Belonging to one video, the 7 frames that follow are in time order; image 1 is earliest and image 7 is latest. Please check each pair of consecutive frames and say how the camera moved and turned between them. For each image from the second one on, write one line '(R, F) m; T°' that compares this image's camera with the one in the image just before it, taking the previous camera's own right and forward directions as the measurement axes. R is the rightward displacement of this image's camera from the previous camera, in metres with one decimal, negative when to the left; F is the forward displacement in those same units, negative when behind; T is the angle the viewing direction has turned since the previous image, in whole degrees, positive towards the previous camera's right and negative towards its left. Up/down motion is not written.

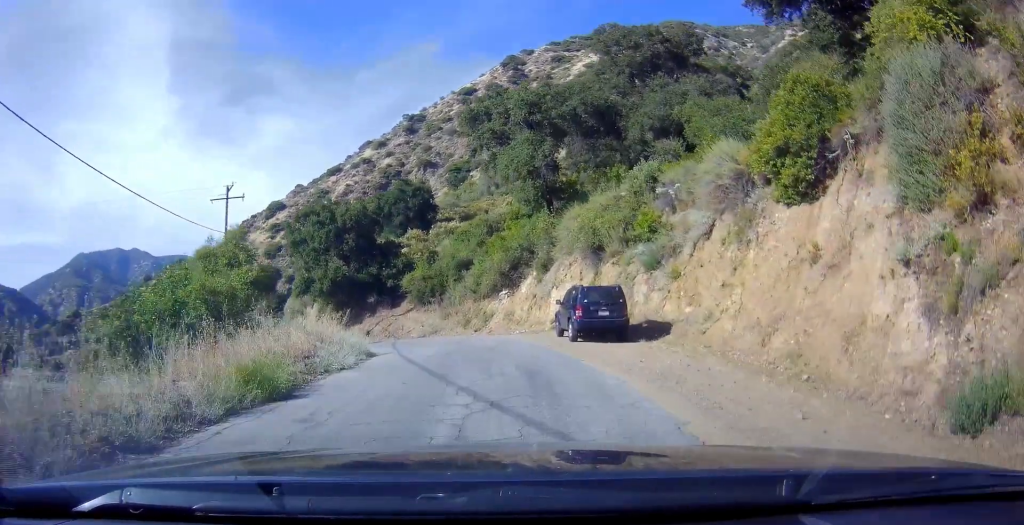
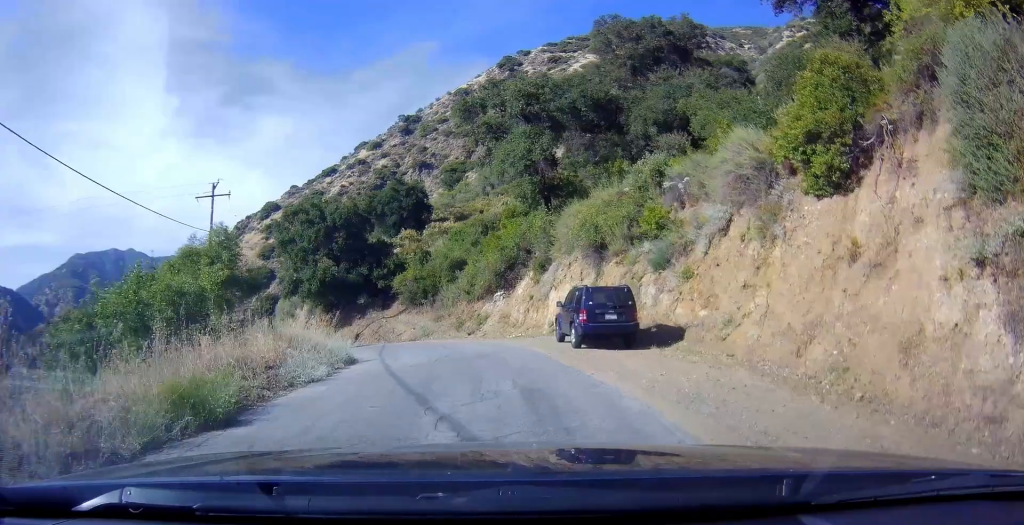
(+0.2, +4.4) m; +2°
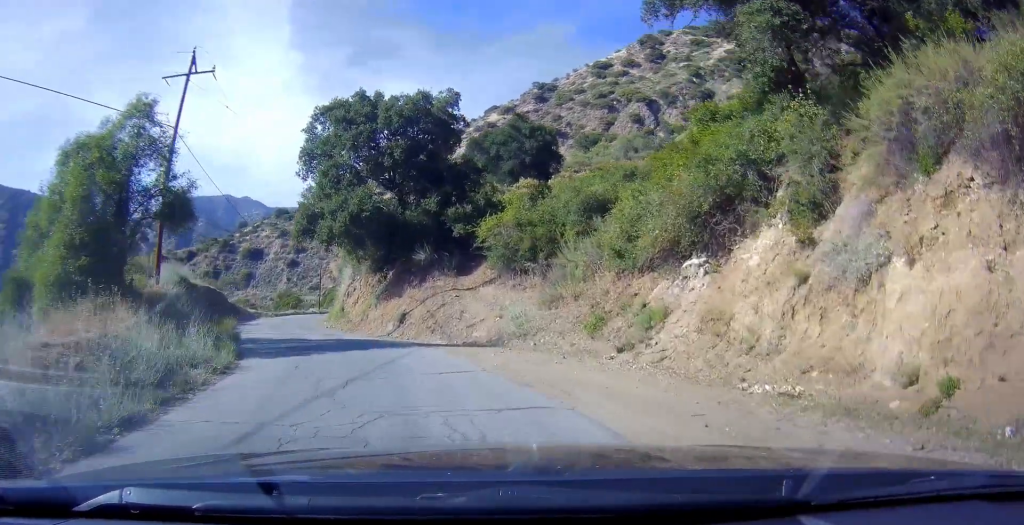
(-1.4, +24.1) m; -9°
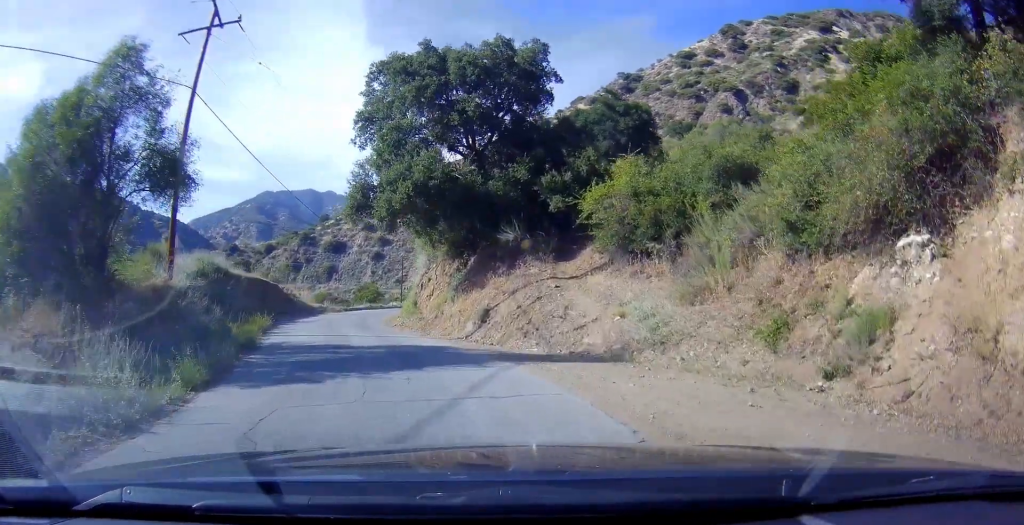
(+0.3, +7.0) m; -11°
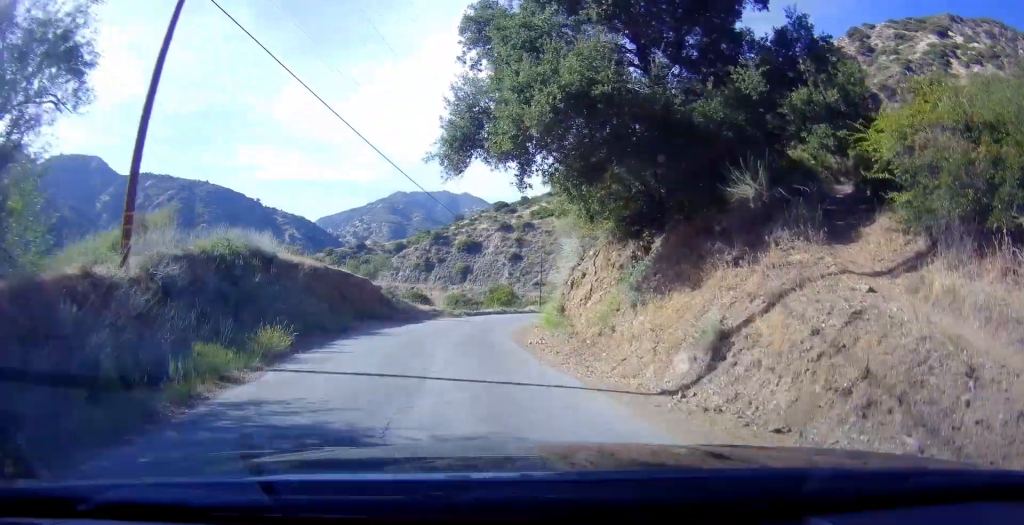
(-2.6, +10.1) m; -12°
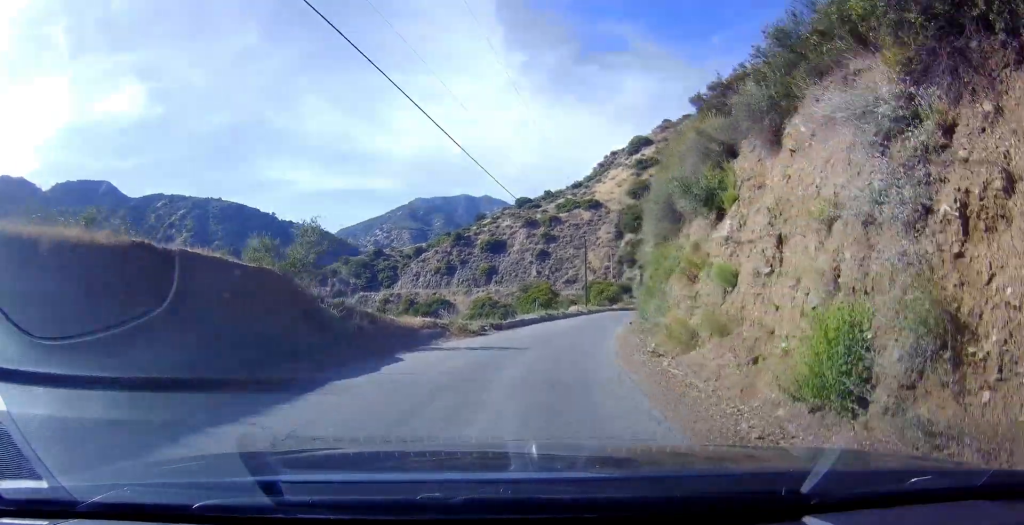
(+1.4, +16.0) m; +5°
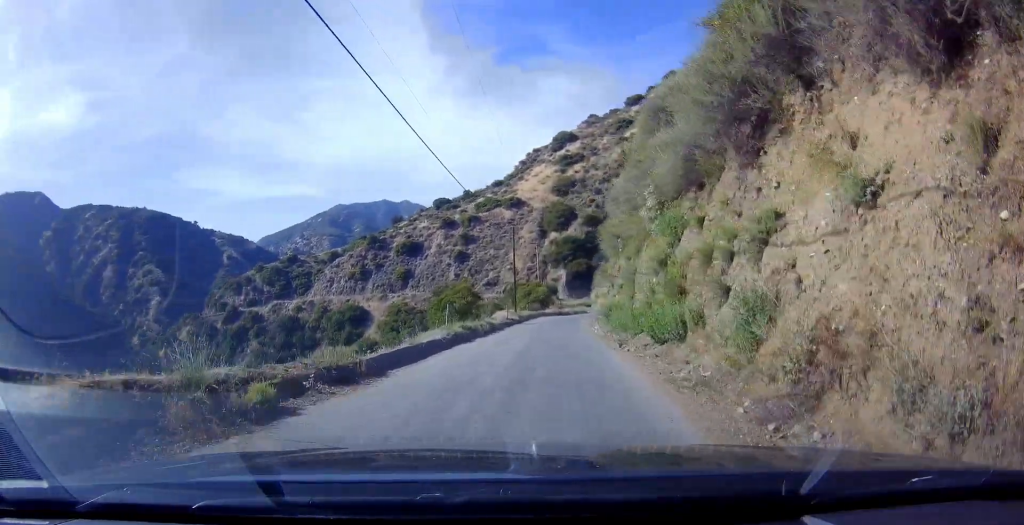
(0.0, +13.0) m; +3°
